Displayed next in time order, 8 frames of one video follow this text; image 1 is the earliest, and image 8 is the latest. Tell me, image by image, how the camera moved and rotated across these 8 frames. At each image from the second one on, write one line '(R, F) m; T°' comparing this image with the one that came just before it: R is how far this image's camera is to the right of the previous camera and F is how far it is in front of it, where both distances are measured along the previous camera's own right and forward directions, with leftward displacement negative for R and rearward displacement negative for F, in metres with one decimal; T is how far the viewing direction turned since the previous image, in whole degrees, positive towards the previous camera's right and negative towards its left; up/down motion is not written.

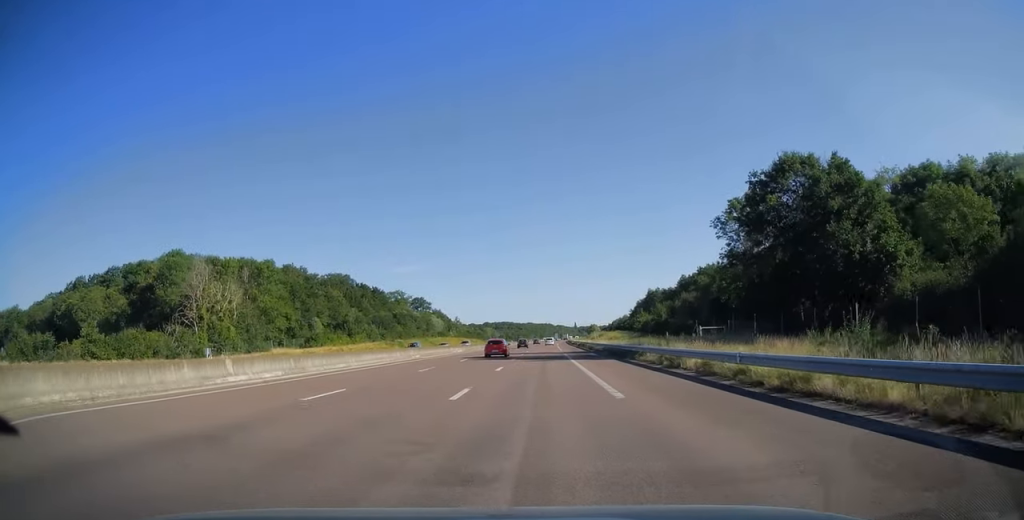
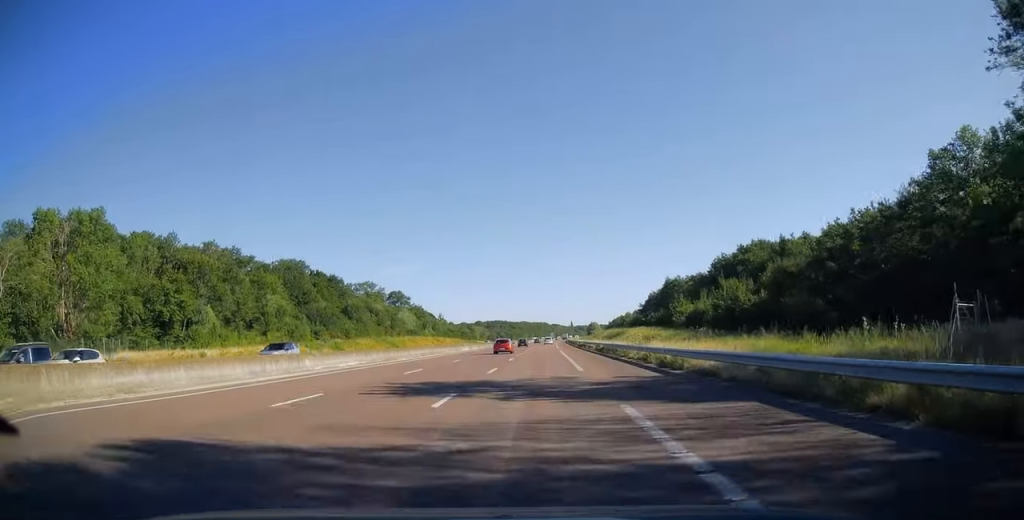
(+0.2, +40.4) m; +1°
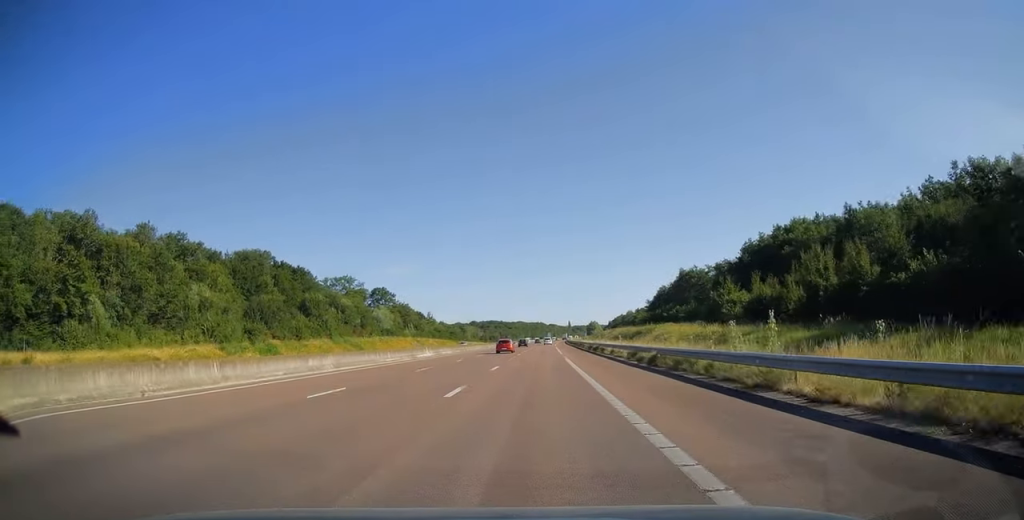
(+0.1, +23.7) m; 0°
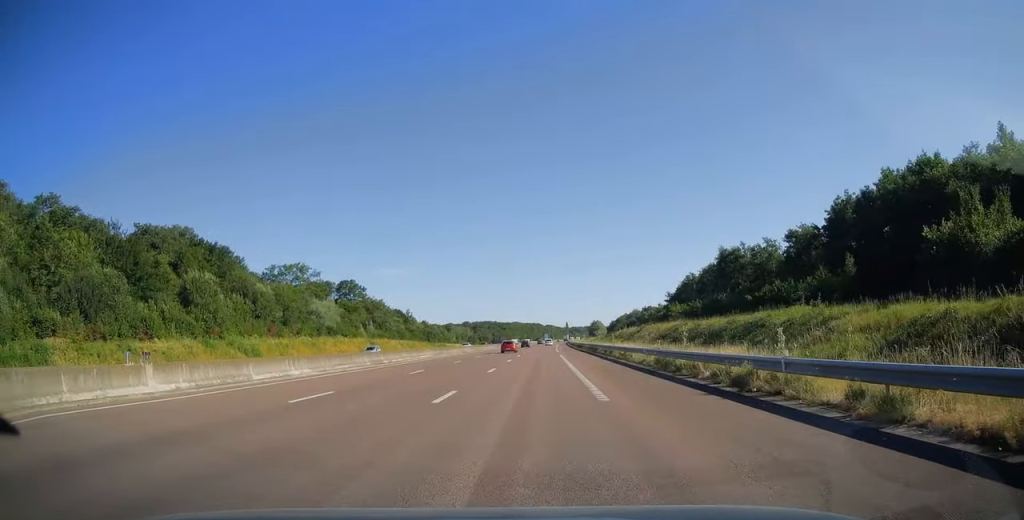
(+0.1, +39.9) m; 0°
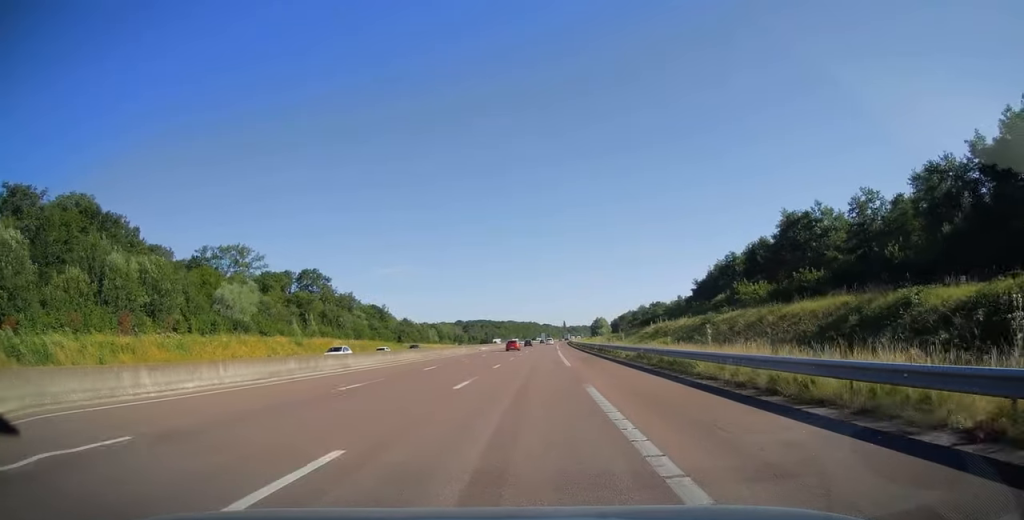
(+0.1, +34.9) m; 0°
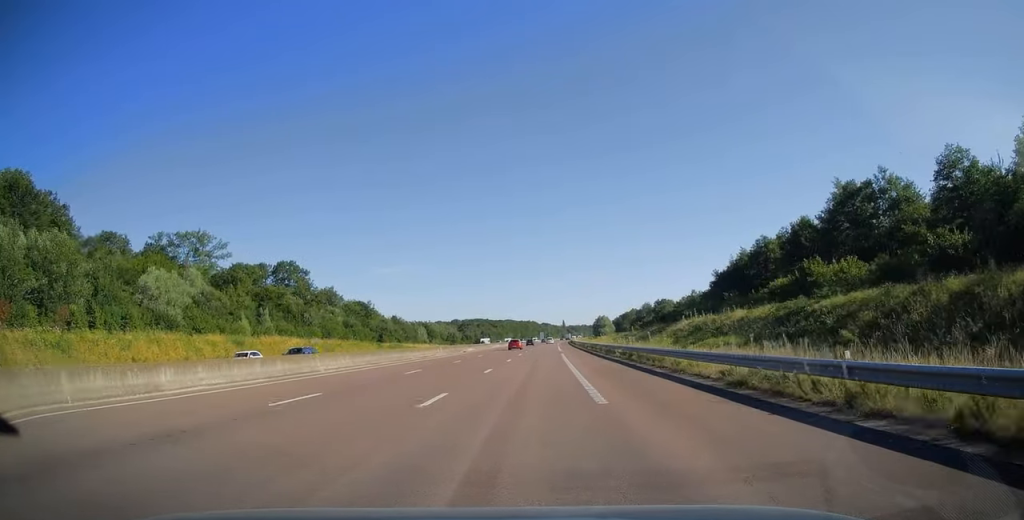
(0.0, +17.7) m; 0°
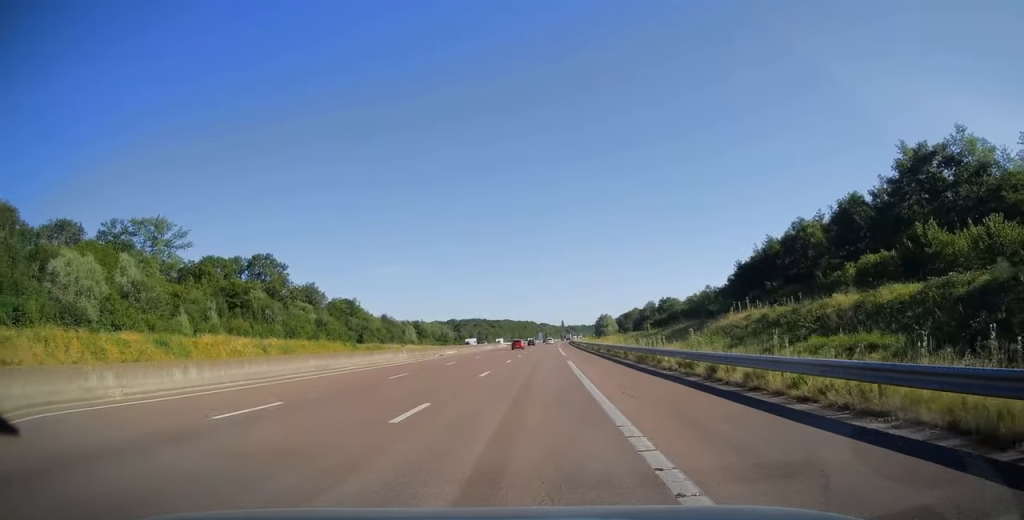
(0.0, +15.2) m; 0°
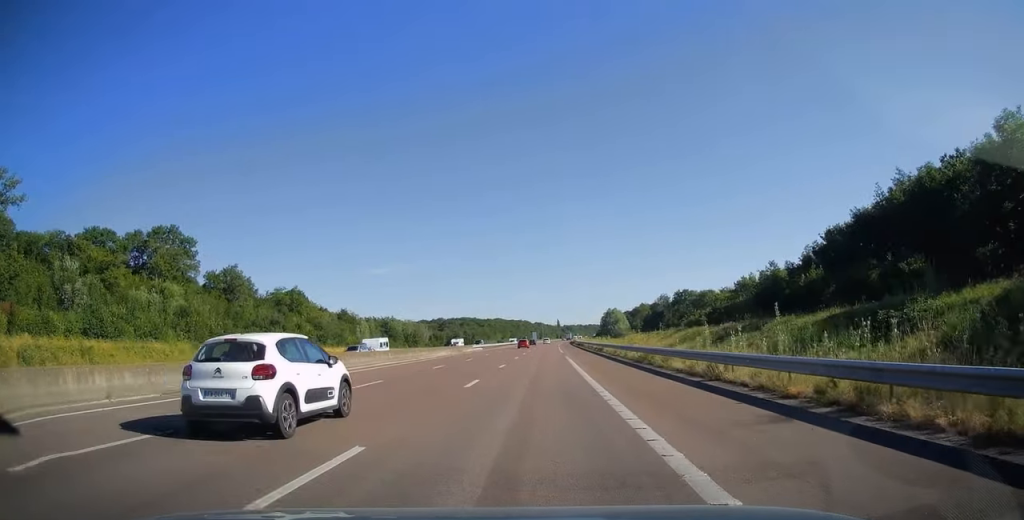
(+0.1, +44.2) m; +1°
